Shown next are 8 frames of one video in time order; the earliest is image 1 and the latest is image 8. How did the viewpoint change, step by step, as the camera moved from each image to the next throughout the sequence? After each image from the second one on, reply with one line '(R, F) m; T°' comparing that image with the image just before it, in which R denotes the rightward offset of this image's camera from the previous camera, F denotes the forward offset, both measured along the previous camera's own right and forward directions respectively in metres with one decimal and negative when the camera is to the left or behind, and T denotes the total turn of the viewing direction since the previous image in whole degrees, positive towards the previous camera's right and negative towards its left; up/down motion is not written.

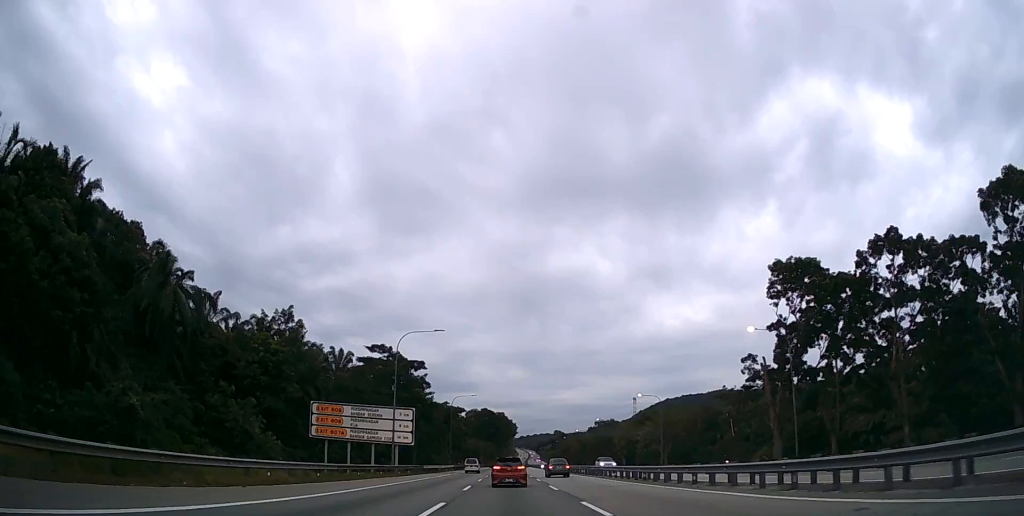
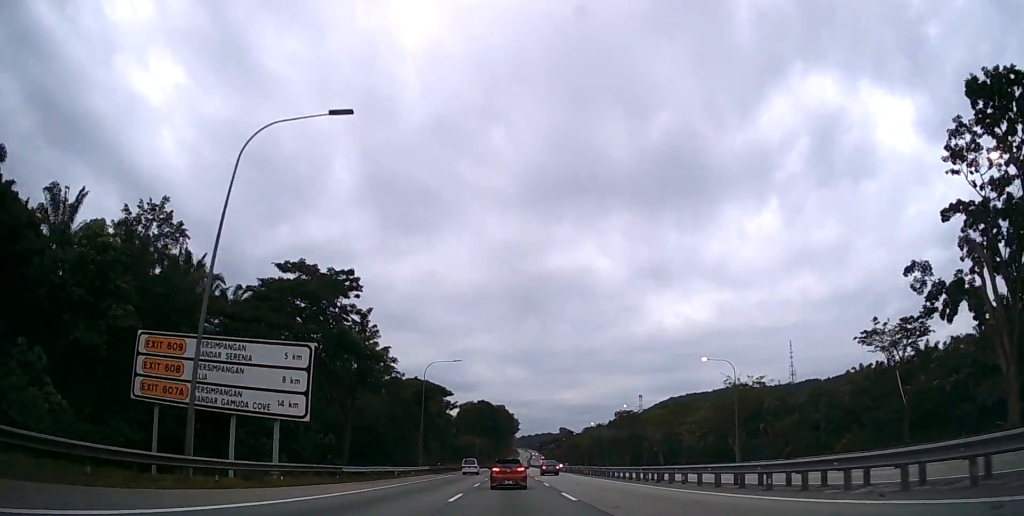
(-0.2, +30.3) m; 0°
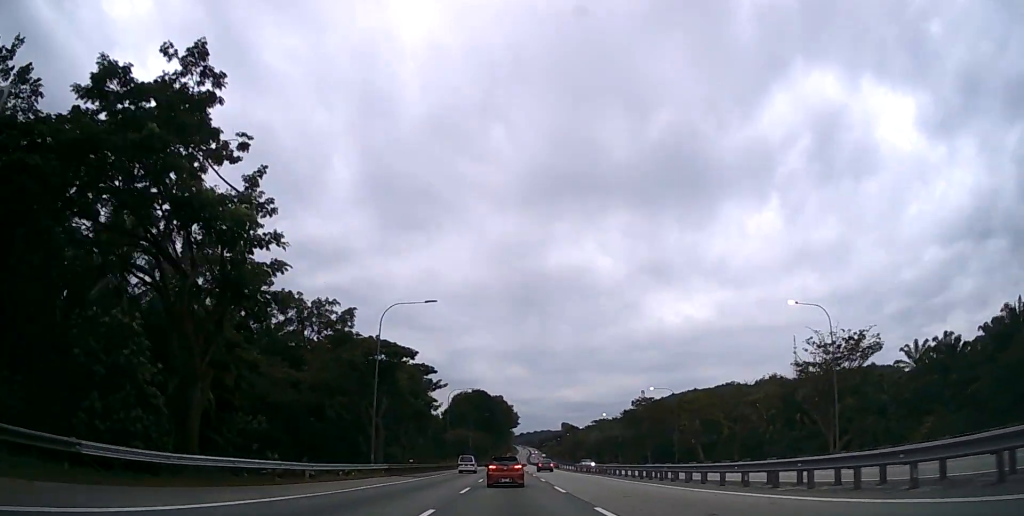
(0.0, +20.7) m; 0°
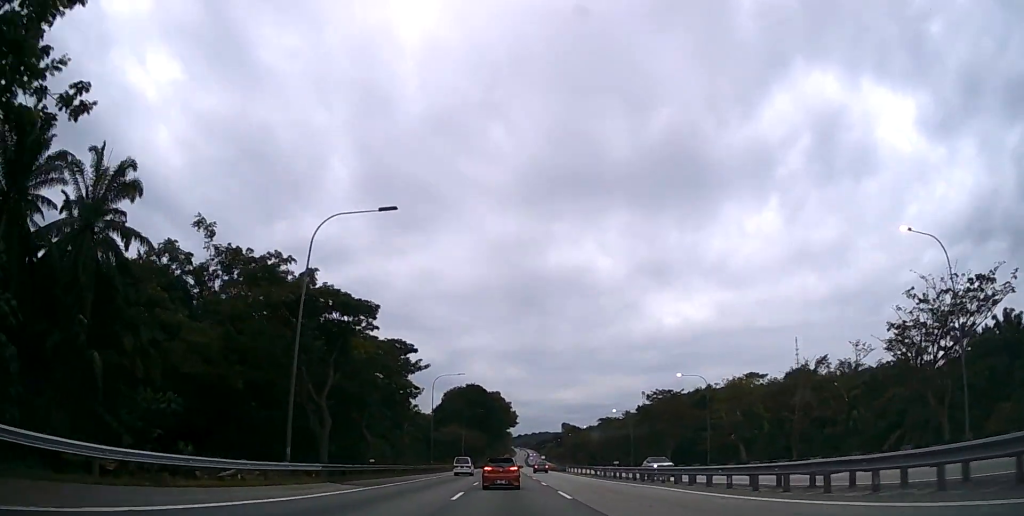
(0.0, +14.8) m; 0°
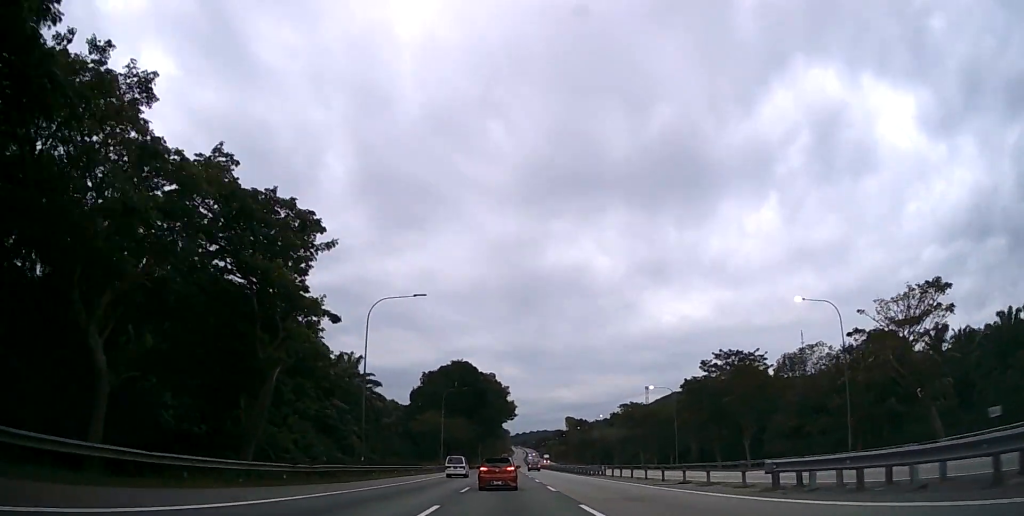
(+0.1, +31.6) m; 0°
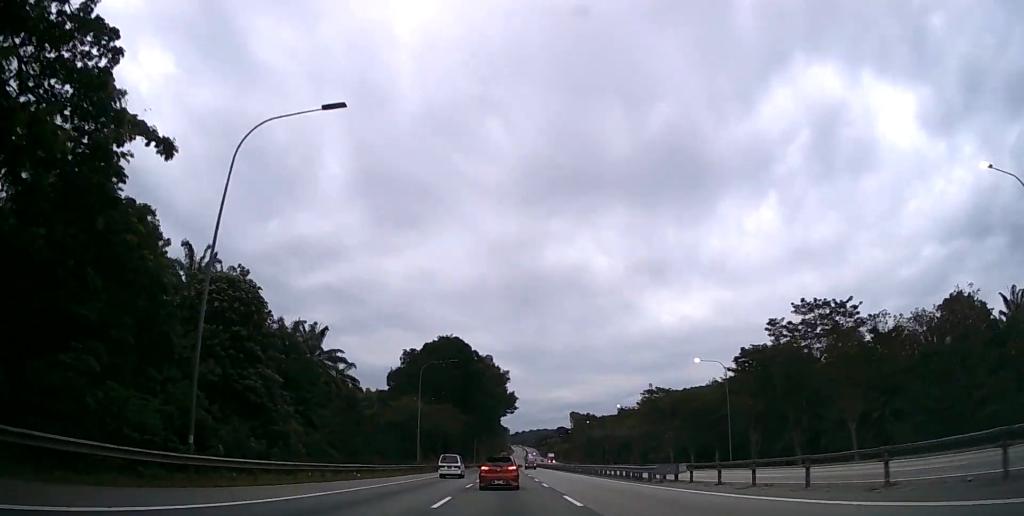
(0.0, +20.6) m; 0°
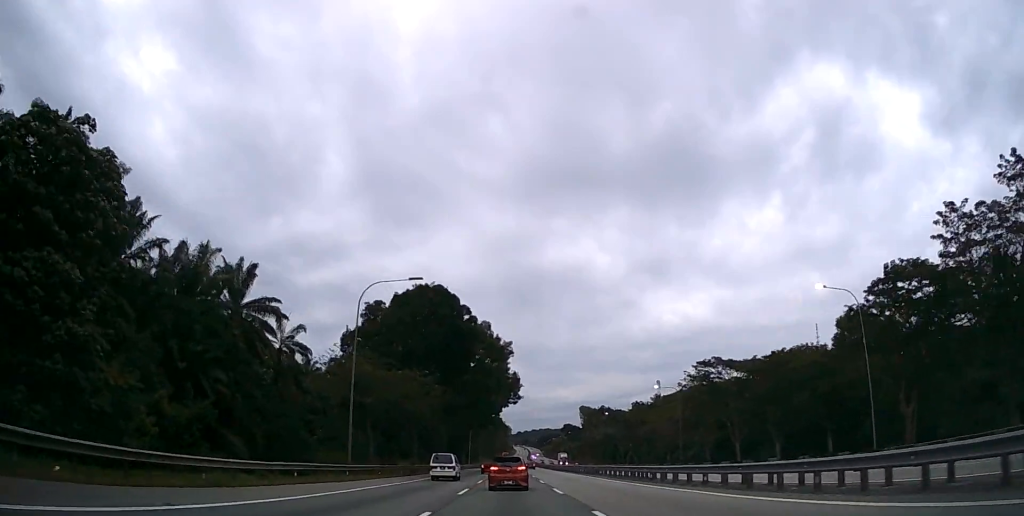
(-0.1, +26.4) m; 0°
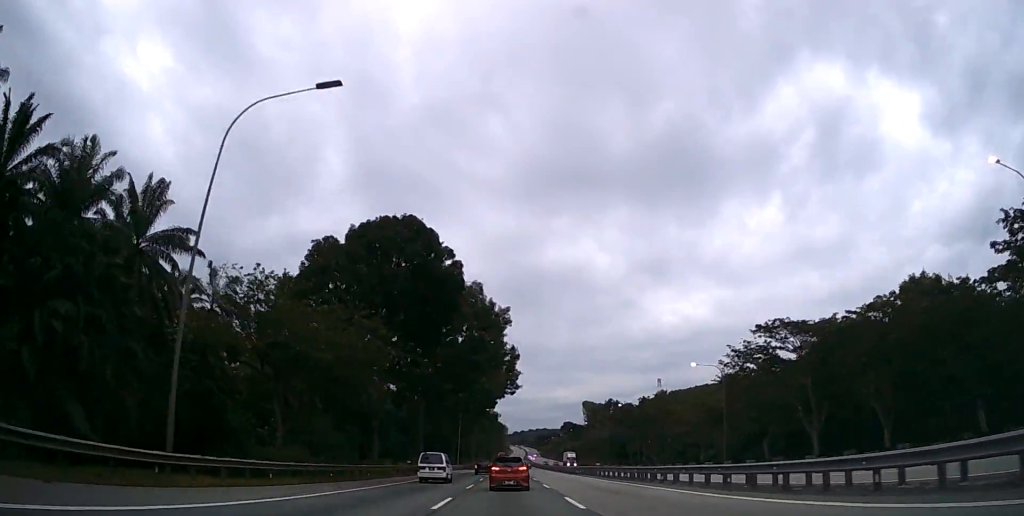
(0.0, +18.5) m; 0°
